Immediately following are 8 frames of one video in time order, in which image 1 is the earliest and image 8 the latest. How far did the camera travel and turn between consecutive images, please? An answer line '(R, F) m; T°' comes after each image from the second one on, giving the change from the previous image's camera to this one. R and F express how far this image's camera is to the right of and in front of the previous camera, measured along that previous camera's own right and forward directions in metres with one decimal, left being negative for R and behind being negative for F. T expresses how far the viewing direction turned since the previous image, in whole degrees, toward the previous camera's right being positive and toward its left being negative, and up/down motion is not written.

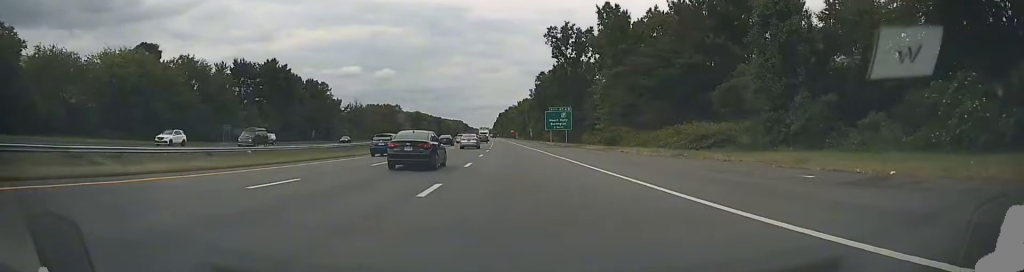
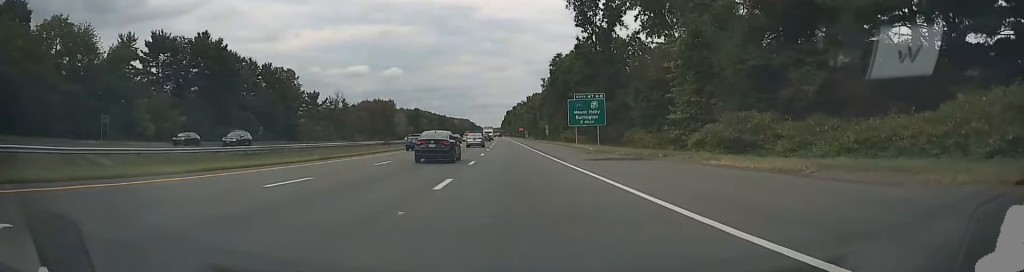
(-0.5, +35.1) m; -2°
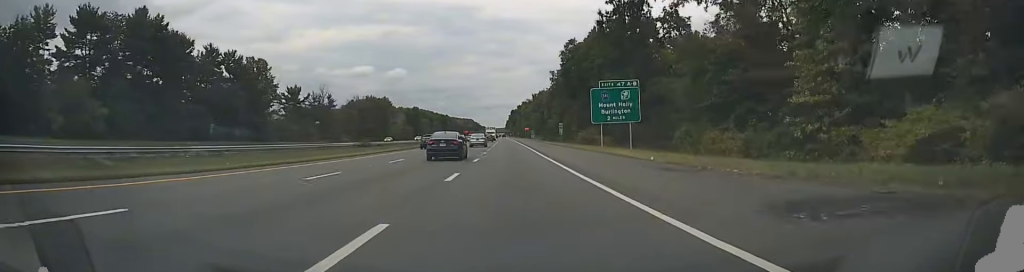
(-0.2, +21.1) m; -1°
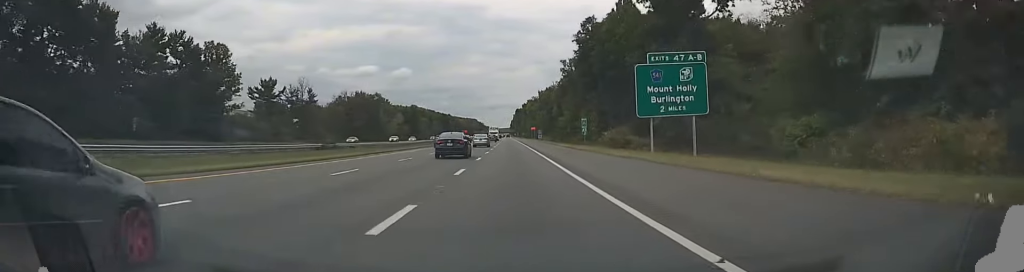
(0.0, +21.4) m; 0°
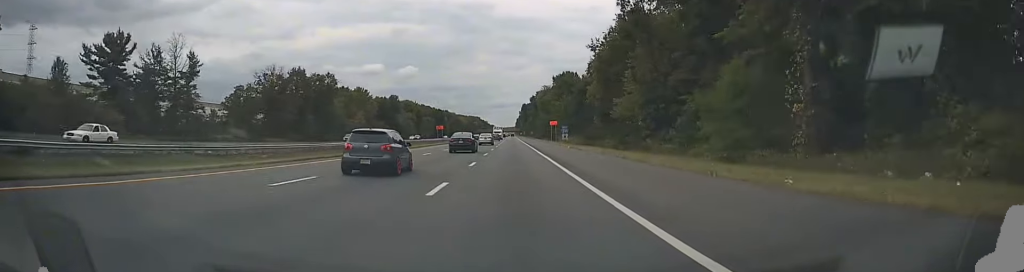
(-0.3, +64.7) m; -1°
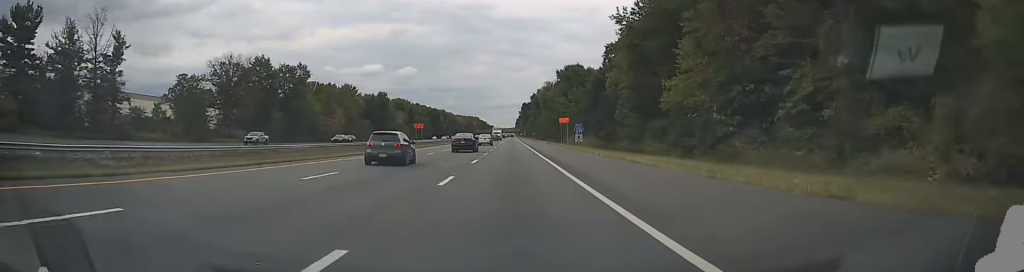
(0.0, +21.9) m; 0°
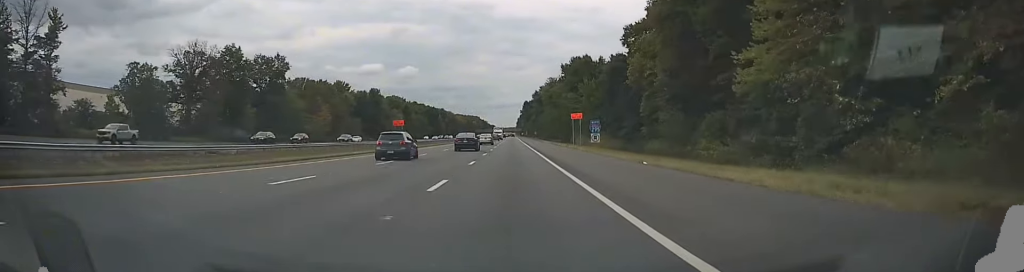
(0.0, +14.3) m; 0°
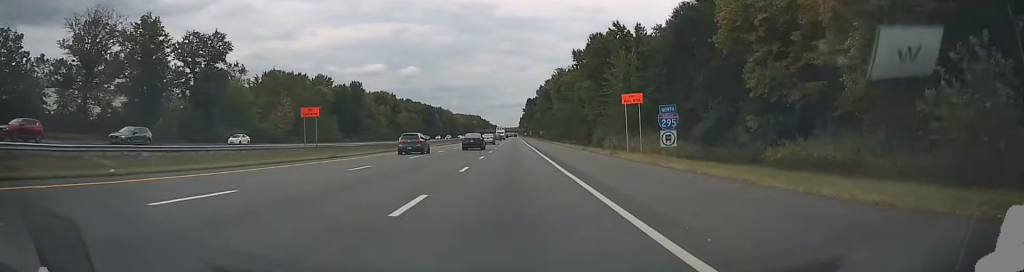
(0.0, +28.2) m; 0°
